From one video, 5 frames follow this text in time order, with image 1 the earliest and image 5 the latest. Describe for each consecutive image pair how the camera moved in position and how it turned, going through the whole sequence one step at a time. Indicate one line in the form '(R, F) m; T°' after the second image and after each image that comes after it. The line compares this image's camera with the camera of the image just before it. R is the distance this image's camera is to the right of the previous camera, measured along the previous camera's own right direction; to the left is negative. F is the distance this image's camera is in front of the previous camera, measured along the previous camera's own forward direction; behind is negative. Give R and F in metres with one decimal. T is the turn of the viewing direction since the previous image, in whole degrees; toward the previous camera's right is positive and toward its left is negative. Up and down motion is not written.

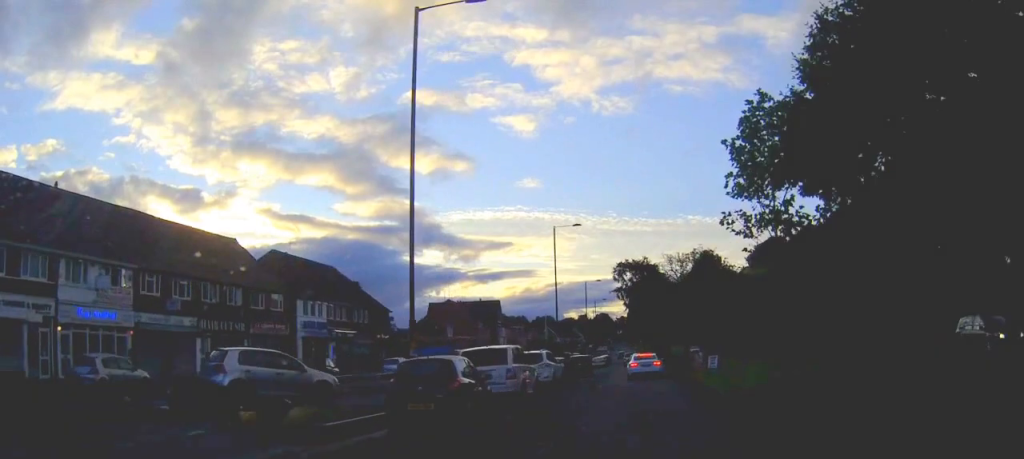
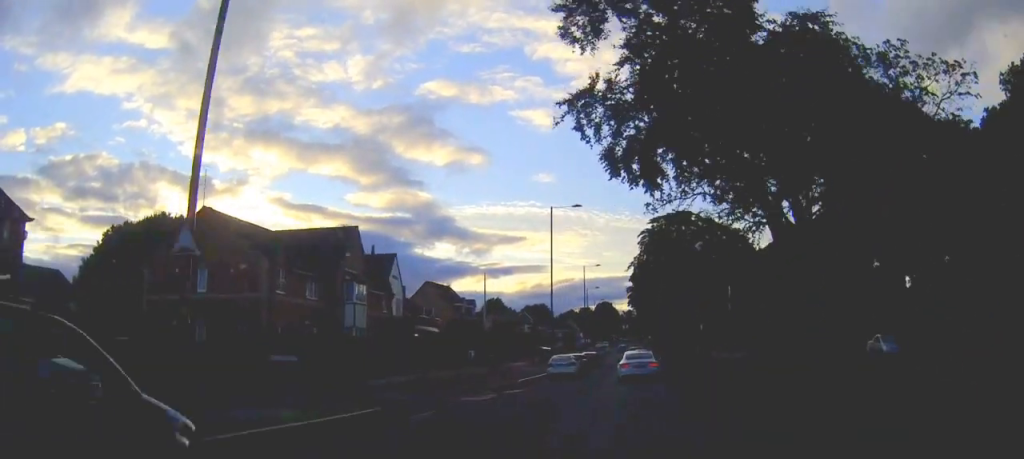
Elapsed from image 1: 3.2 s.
(-0.3, +52.1) m; -1°
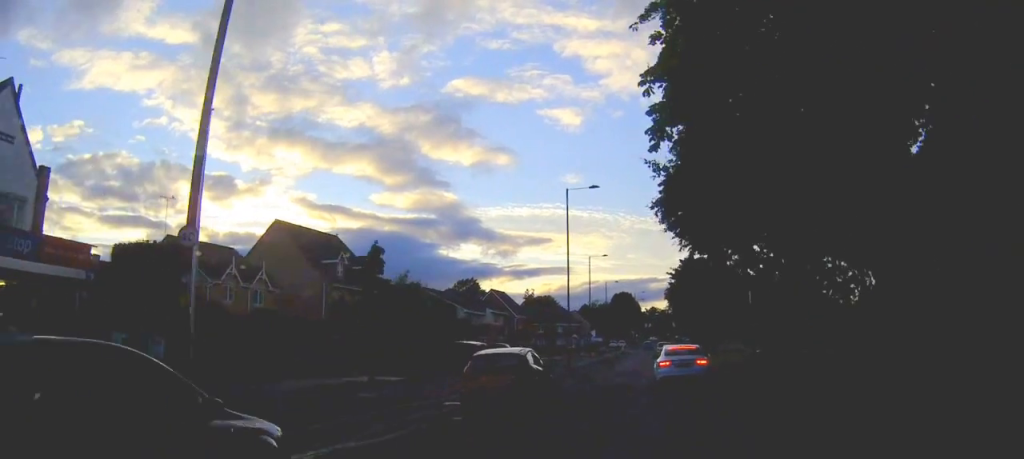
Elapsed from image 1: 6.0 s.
(-0.5, +46.7) m; -1°
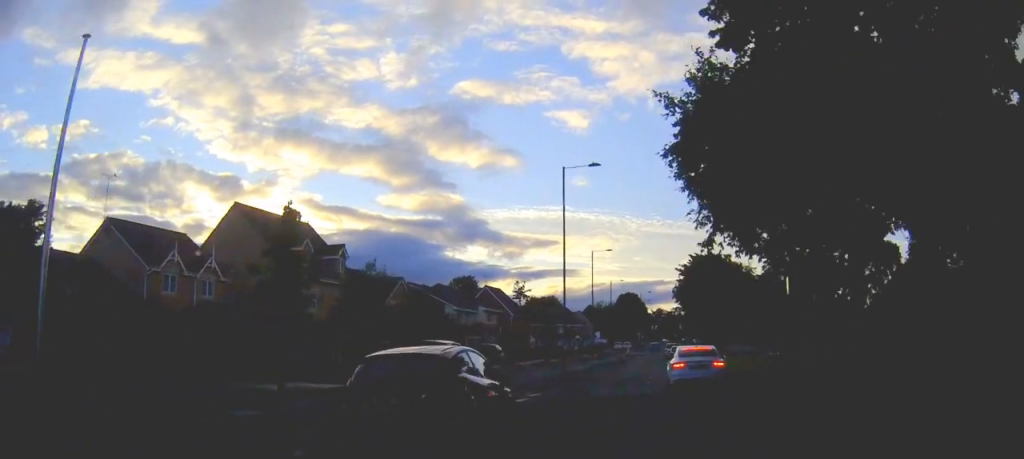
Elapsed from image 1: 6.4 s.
(-0.1, +6.7) m; 0°
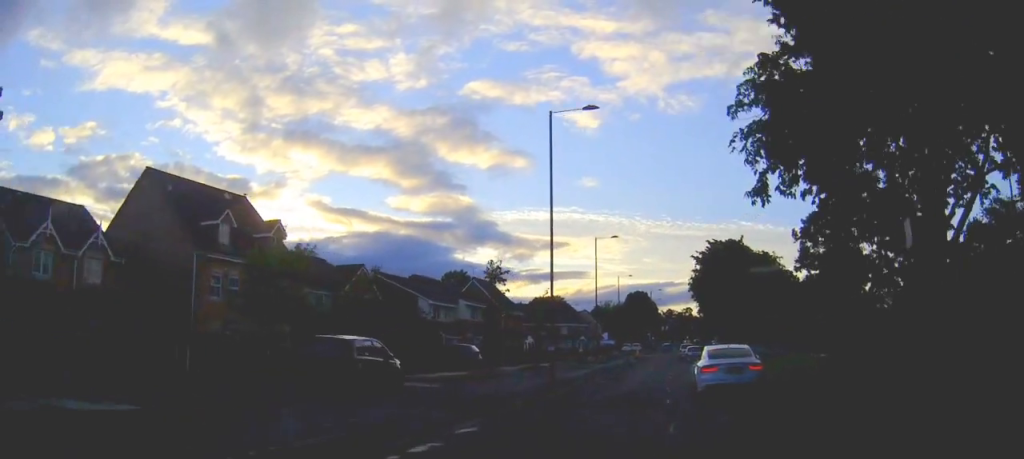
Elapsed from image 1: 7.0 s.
(-0.1, +10.7) m; 0°
